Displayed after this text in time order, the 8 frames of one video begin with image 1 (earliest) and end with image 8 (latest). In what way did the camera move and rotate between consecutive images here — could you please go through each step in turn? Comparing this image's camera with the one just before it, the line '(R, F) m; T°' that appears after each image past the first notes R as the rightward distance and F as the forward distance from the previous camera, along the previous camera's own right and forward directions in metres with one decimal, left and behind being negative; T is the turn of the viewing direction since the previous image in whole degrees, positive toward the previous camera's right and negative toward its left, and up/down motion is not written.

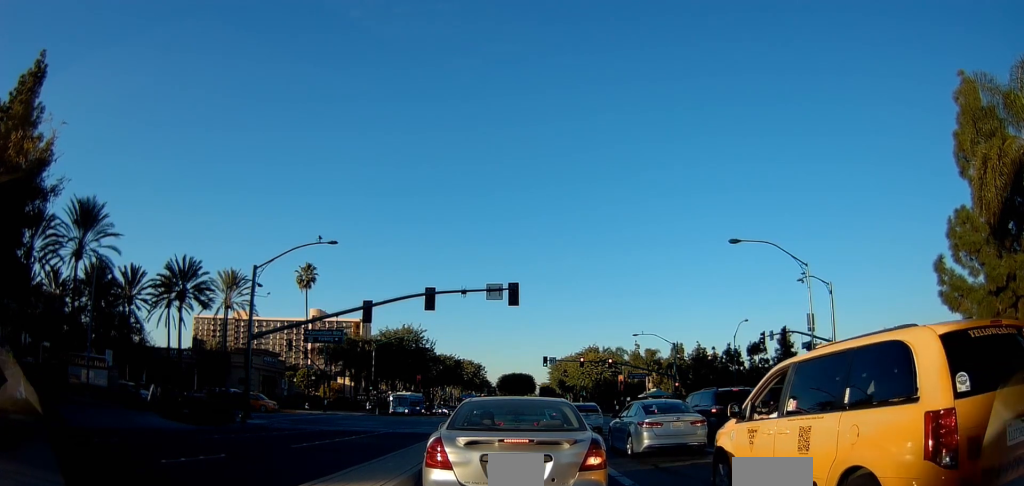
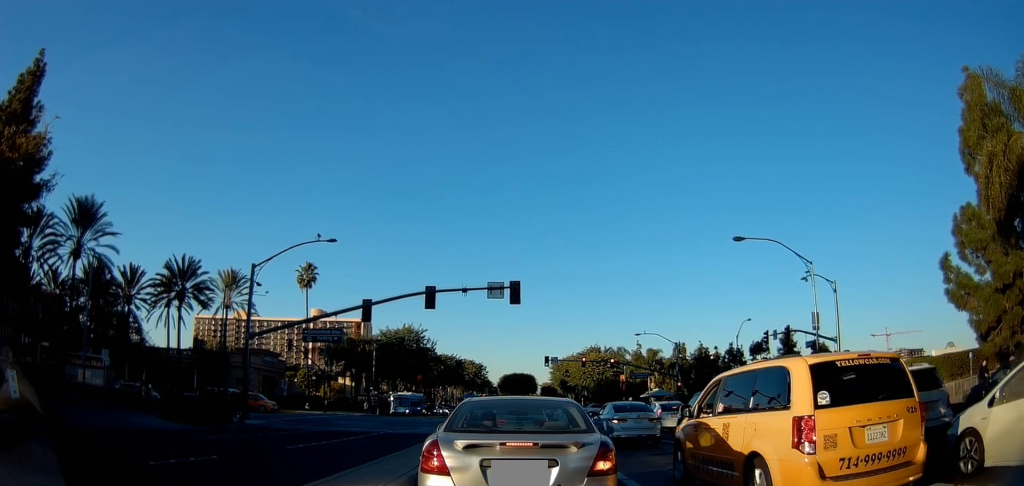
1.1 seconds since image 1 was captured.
(0.0, 0.0) m; 0°
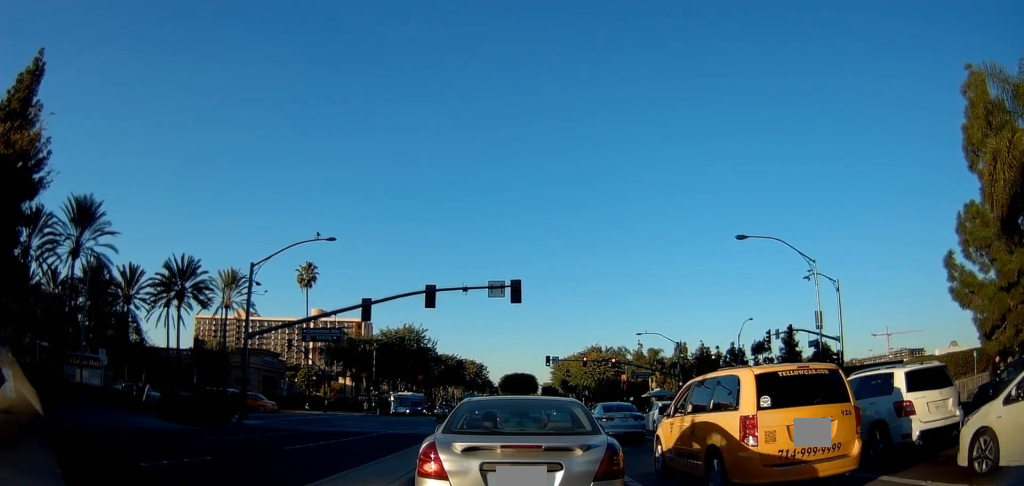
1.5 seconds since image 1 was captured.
(0.0, 0.0) m; 0°
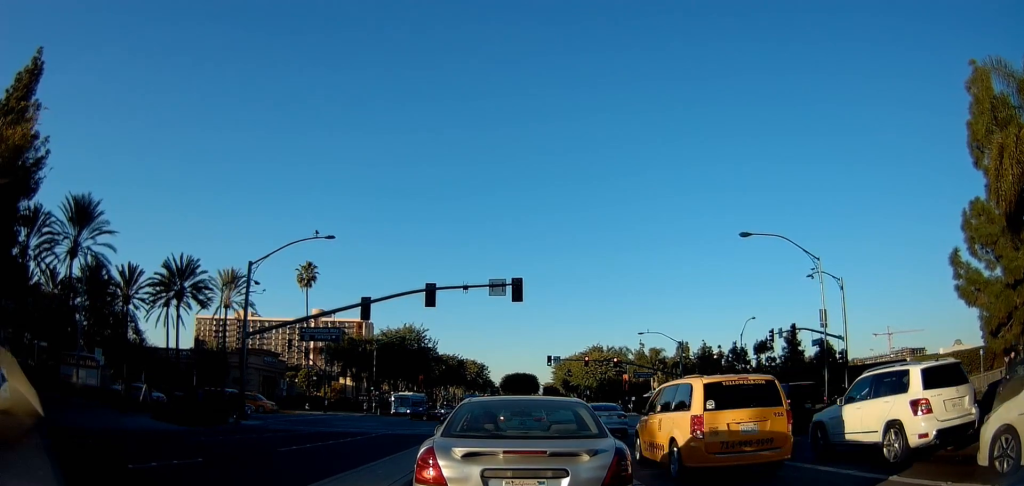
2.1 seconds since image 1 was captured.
(0.0, 0.0) m; 0°
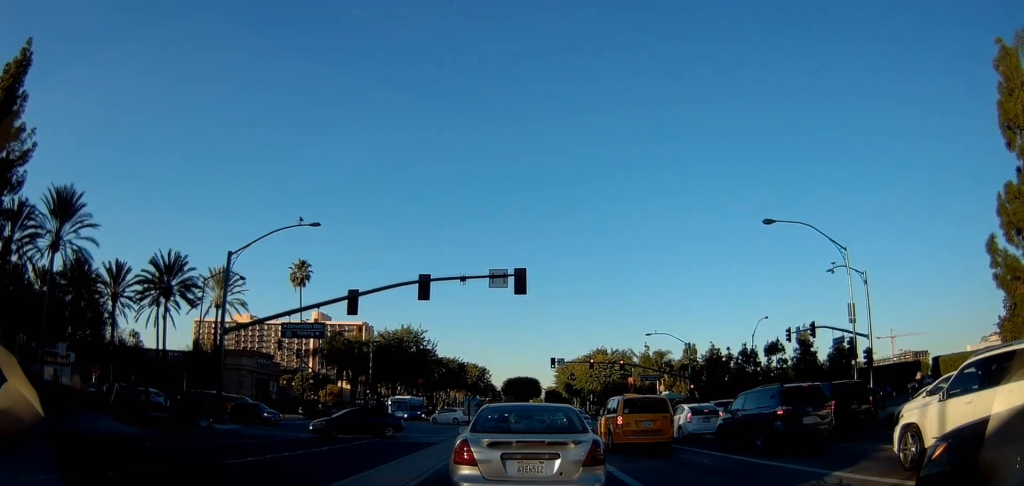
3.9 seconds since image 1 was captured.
(0.0, +0.4) m; 0°
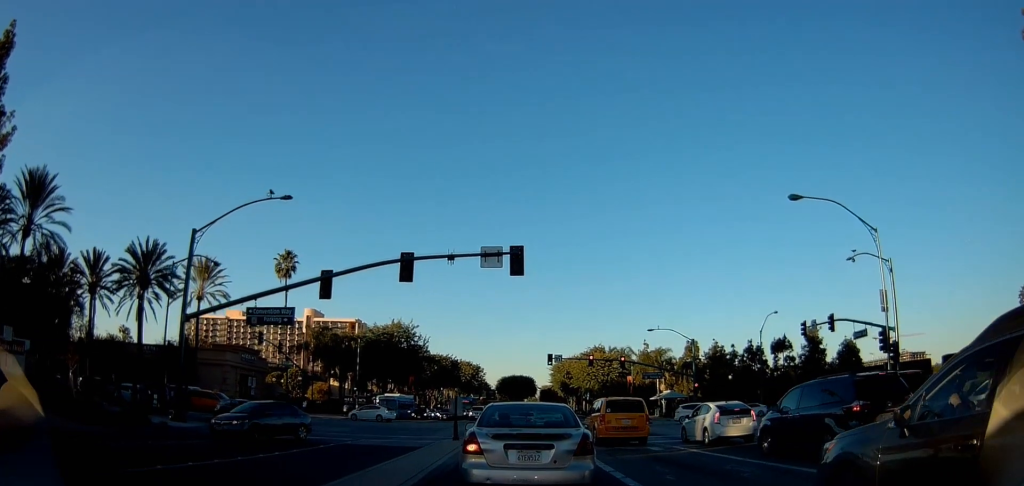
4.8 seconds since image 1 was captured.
(0.0, +1.2) m; +1°
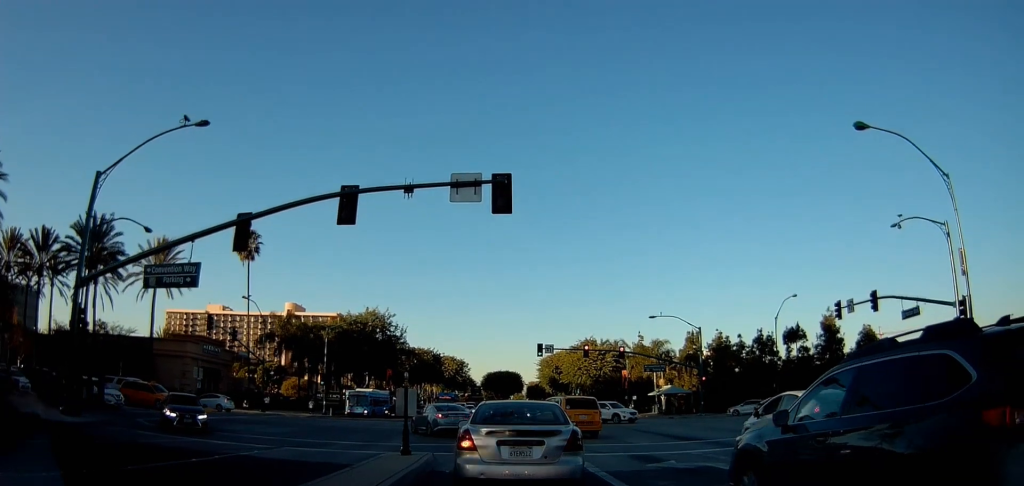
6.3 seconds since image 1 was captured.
(+0.3, +5.7) m; 0°
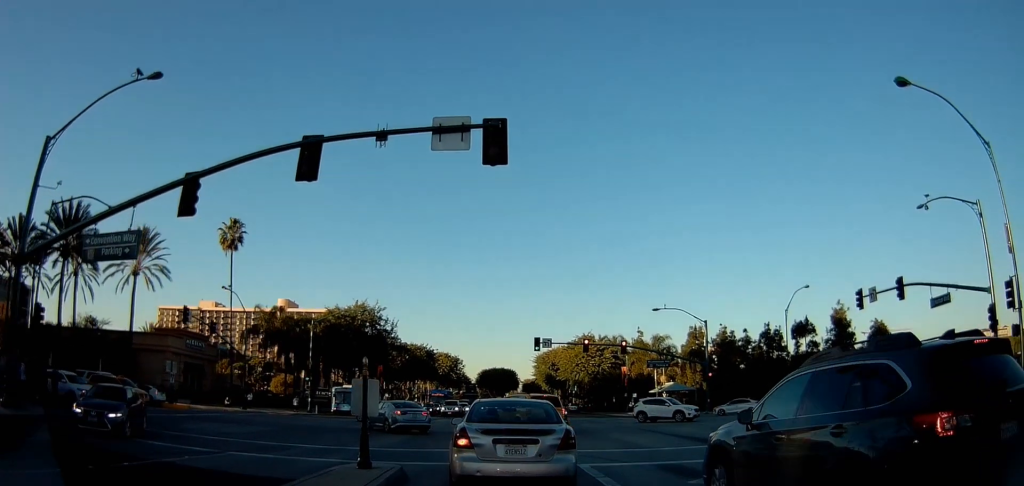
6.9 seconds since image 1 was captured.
(-0.1, +3.5) m; -3°
